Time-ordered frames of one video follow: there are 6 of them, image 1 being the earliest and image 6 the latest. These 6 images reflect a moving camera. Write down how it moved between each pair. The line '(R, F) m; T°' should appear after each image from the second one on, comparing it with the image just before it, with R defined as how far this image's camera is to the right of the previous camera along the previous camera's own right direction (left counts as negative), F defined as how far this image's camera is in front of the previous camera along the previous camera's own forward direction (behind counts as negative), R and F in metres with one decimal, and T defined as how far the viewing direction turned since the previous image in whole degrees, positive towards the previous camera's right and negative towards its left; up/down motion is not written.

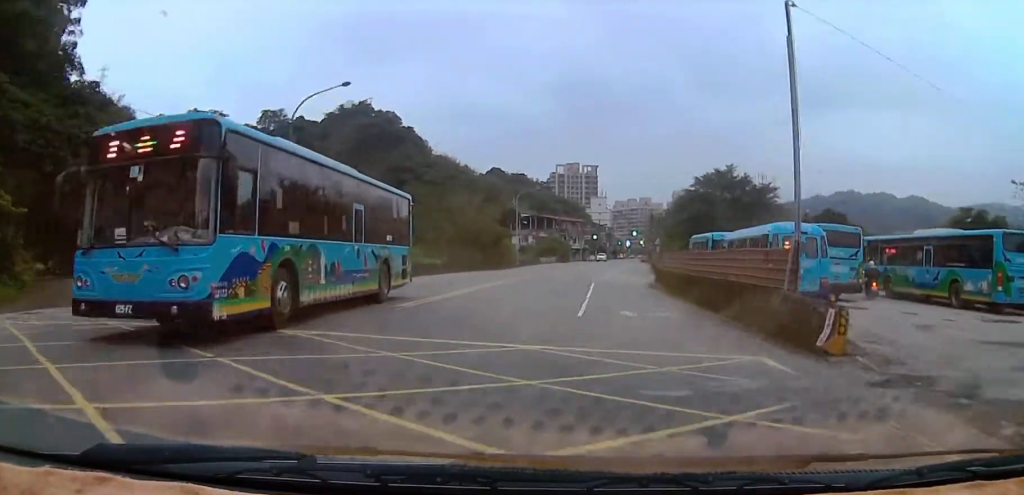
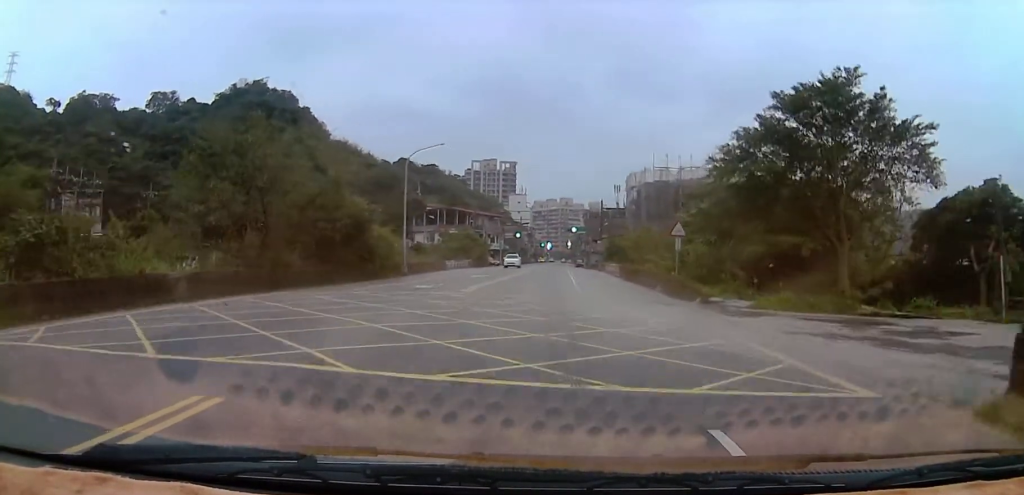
(+2.9, +29.9) m; +9°
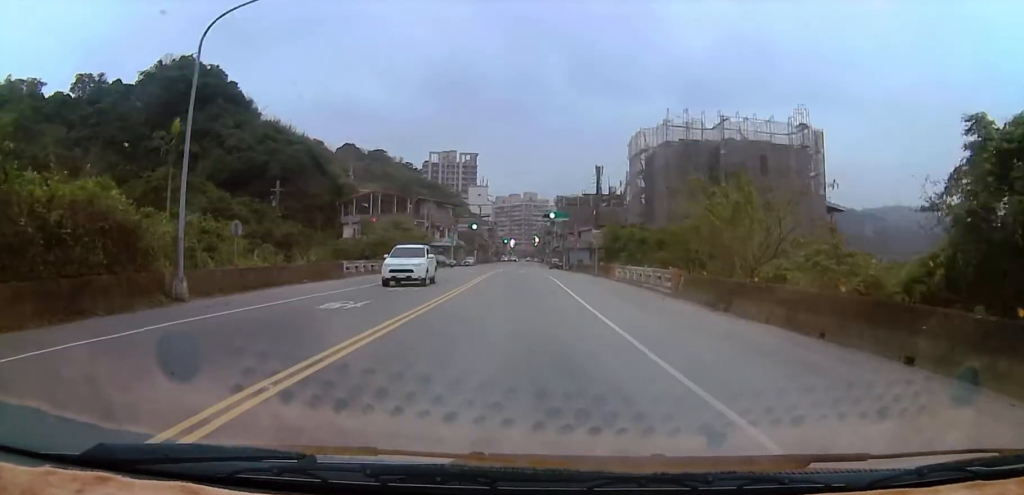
(+0.7, +27.3) m; +5°
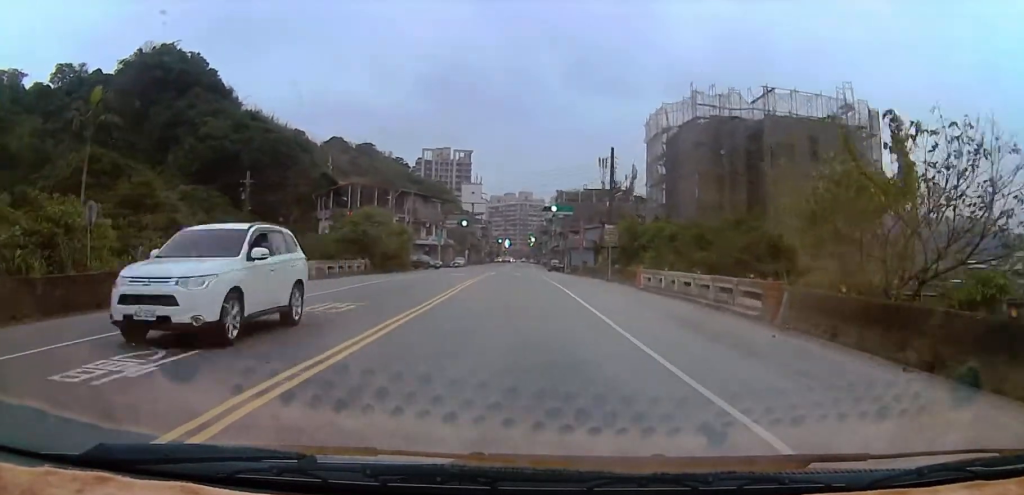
(+0.2, +9.6) m; +3°
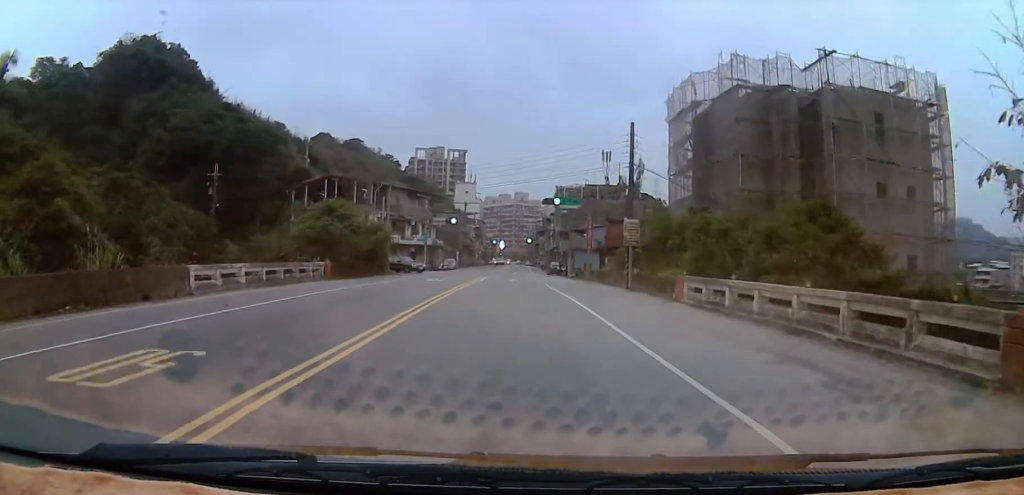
(+0.6, +8.7) m; -1°
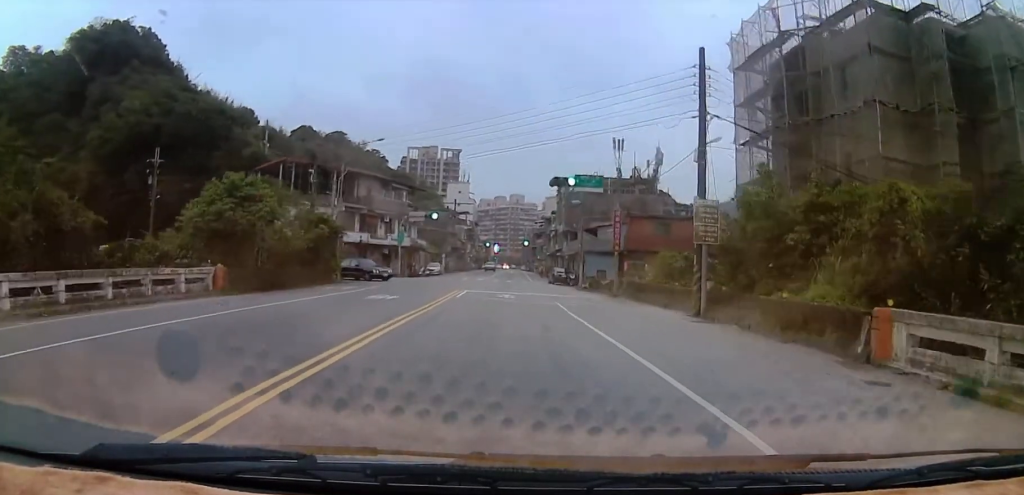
(-0.9, +13.7) m; -2°
